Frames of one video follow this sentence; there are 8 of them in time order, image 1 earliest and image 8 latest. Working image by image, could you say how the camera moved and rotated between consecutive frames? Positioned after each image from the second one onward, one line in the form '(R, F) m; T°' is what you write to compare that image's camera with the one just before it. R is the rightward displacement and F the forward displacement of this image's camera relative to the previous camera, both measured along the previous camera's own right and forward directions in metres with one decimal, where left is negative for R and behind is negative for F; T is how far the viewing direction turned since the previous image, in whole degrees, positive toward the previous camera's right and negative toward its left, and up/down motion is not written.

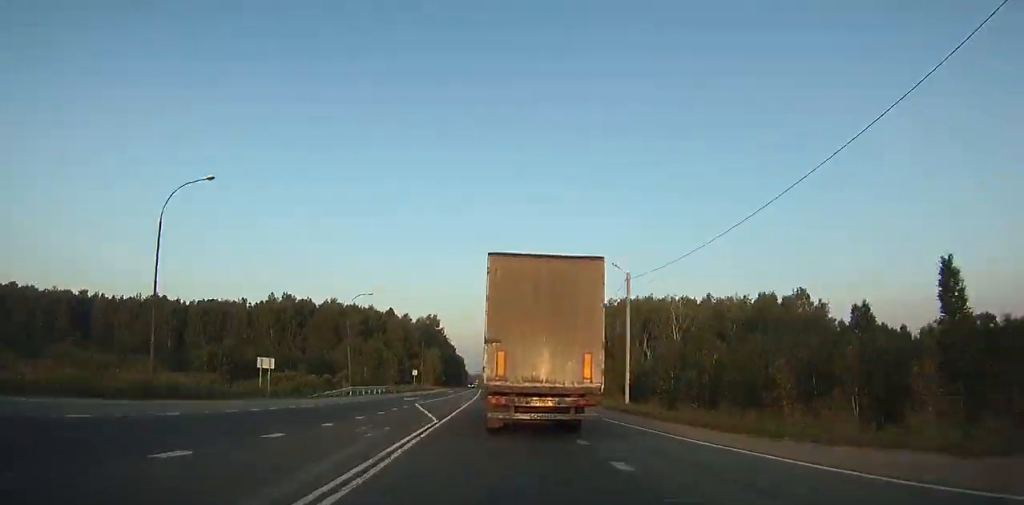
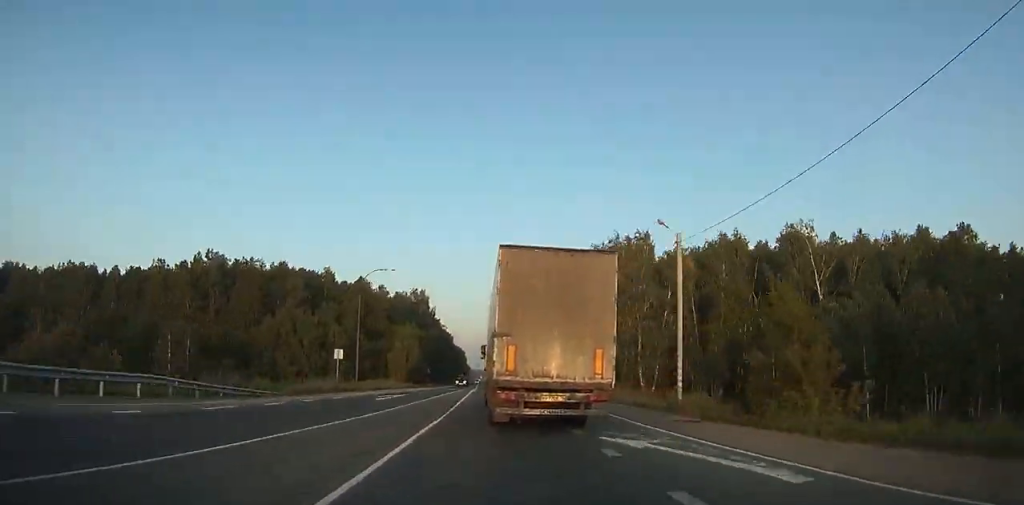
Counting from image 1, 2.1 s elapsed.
(+1.0, +46.7) m; +1°
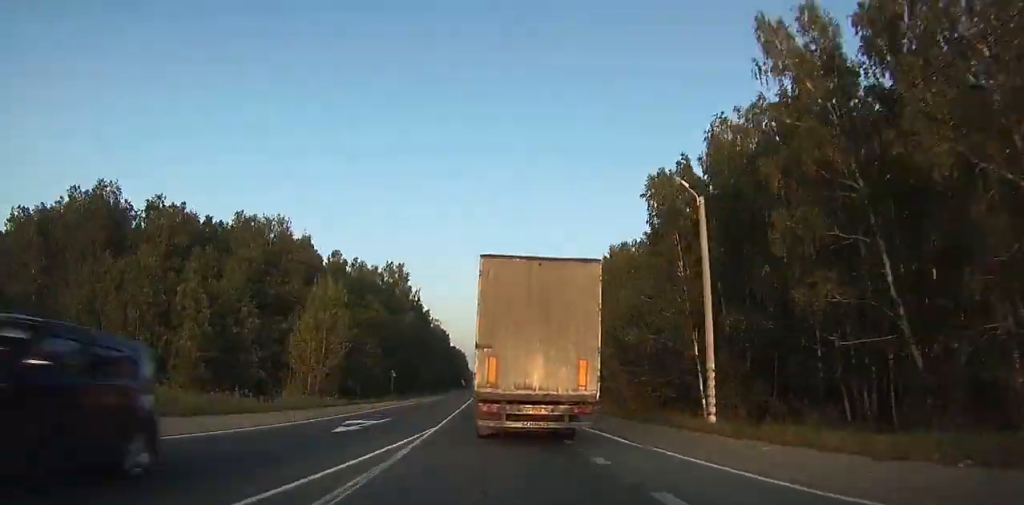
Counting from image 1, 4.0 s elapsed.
(-0.6, +42.2) m; -1°
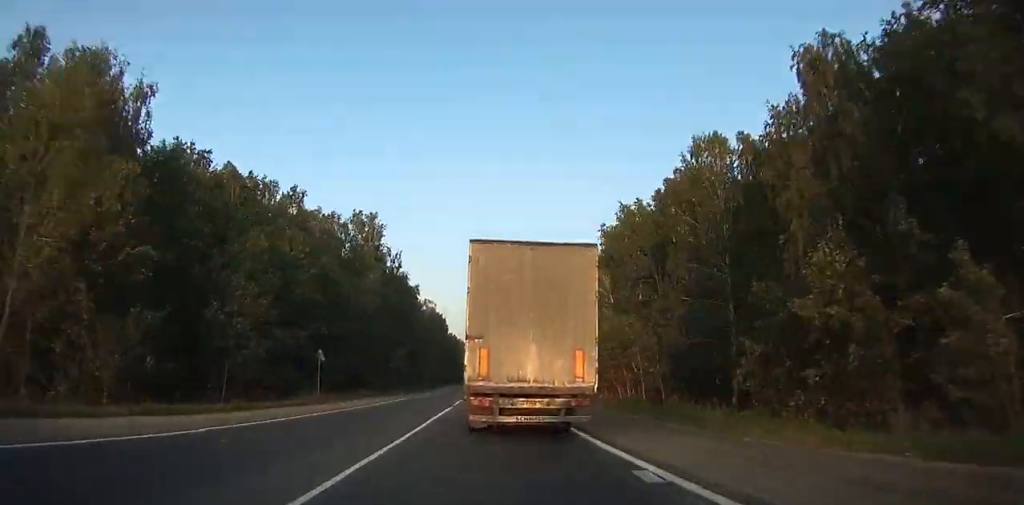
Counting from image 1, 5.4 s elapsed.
(0.0, +31.0) m; 0°
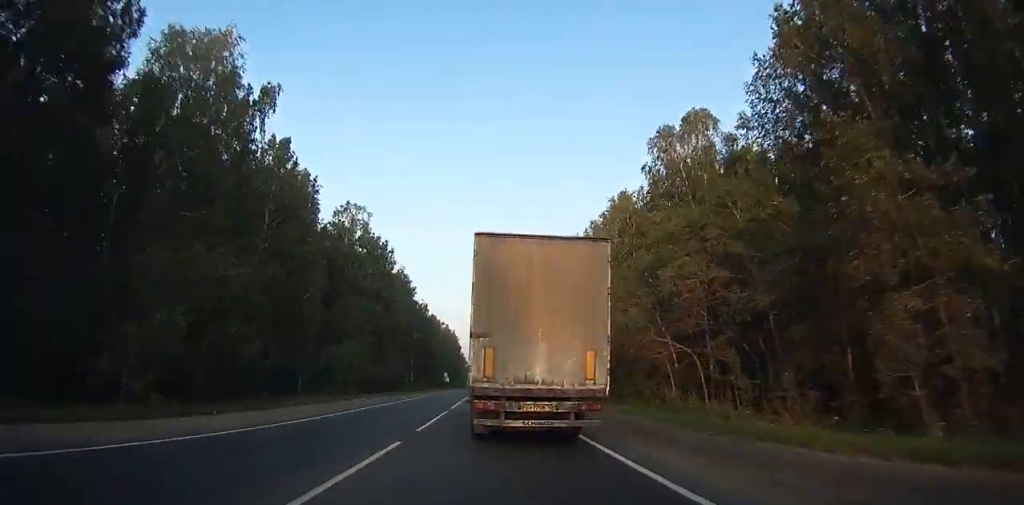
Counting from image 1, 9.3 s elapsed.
(-0.1, +86.4) m; +1°
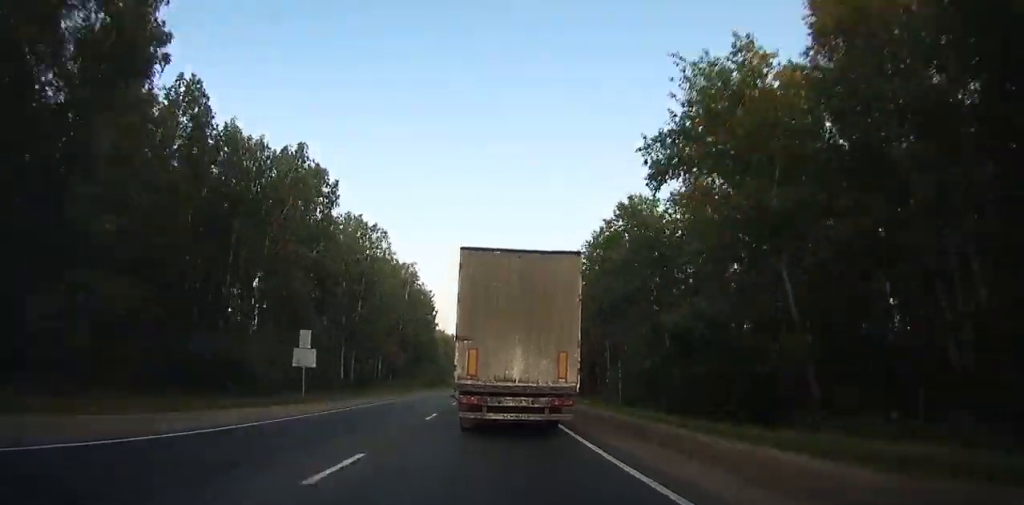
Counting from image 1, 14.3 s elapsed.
(-0.2, +110.8) m; -2°
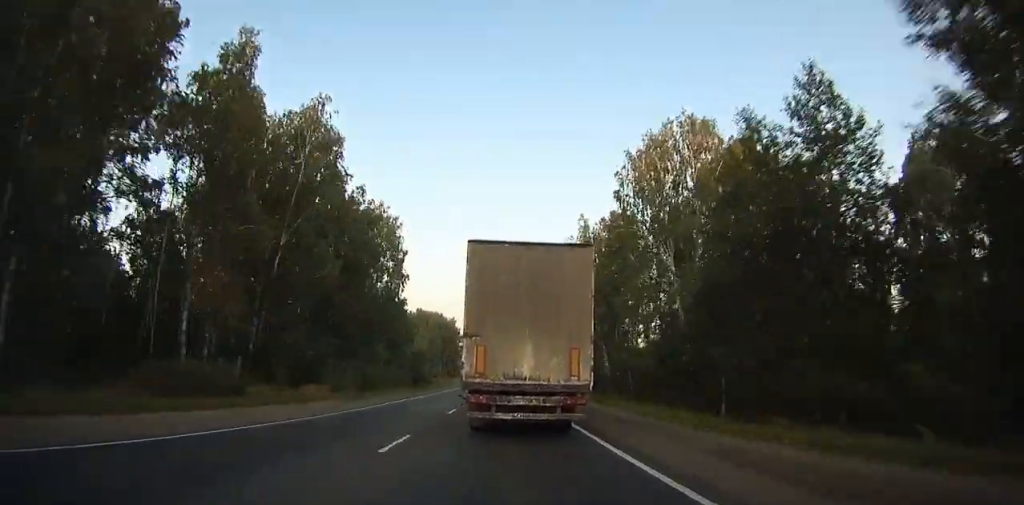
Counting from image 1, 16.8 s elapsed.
(-2.5, +55.4) m; -1°
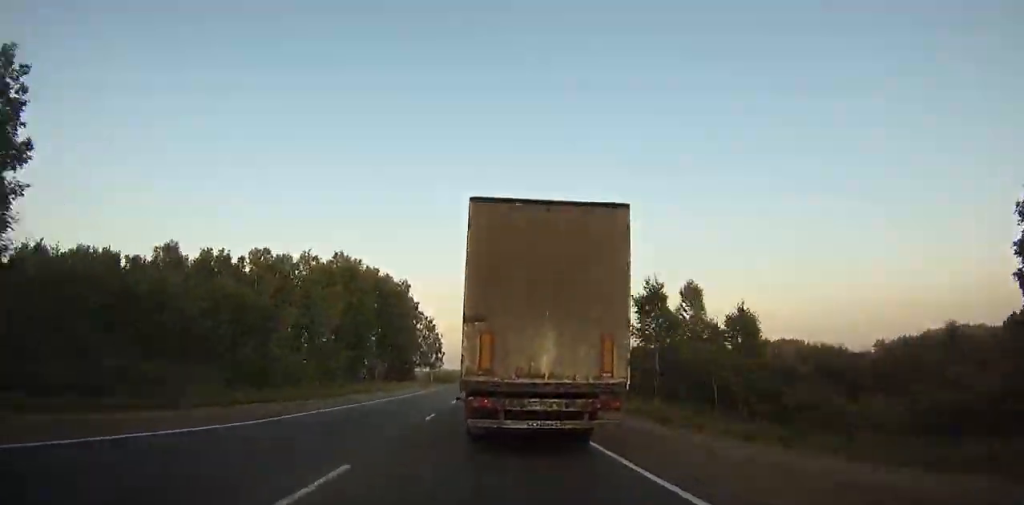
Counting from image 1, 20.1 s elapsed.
(+2.6, +73.4) m; +2°
